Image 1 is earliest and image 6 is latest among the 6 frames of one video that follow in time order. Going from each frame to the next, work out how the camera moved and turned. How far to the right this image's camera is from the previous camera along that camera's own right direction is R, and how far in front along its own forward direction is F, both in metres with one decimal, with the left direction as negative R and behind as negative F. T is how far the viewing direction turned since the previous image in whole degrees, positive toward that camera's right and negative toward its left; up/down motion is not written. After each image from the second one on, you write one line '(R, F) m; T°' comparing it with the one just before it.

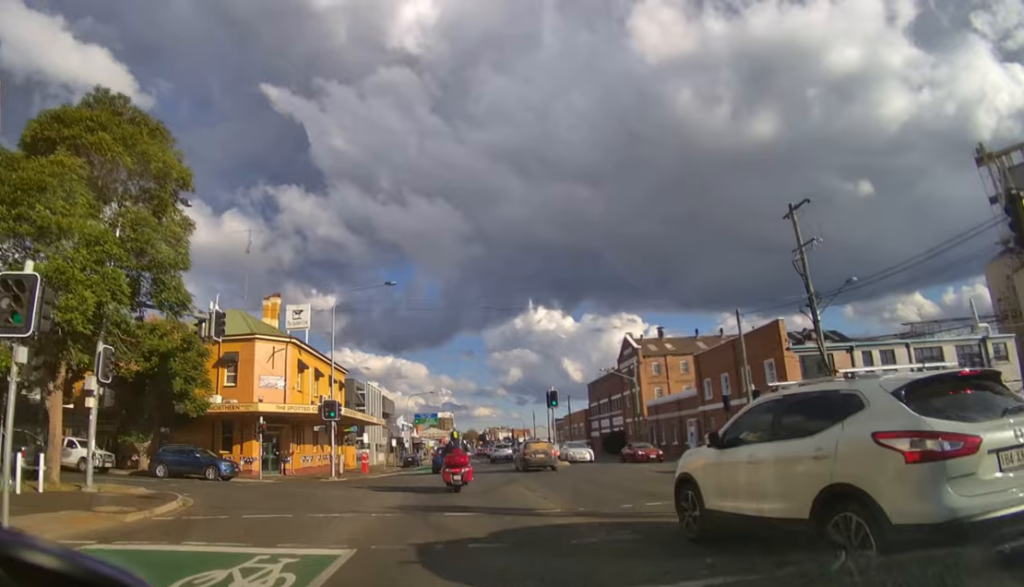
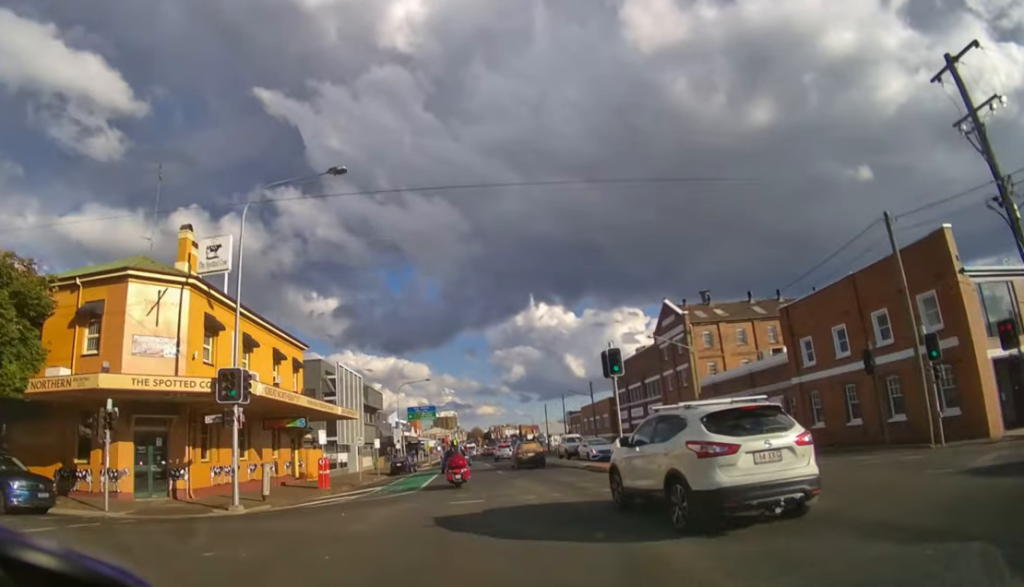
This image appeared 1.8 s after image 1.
(0.0, +12.7) m; 0°
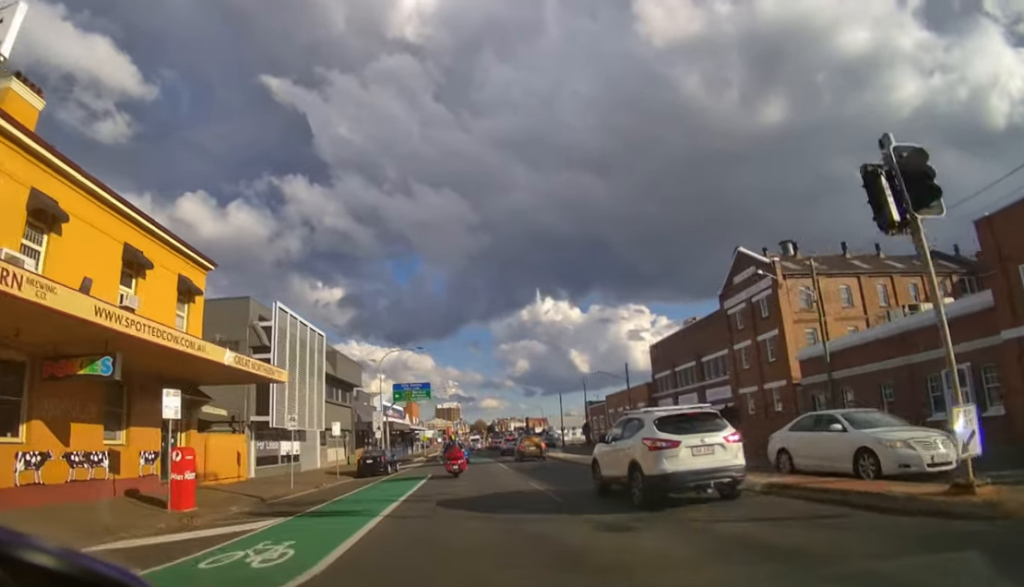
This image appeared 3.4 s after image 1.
(+0.1, +14.2) m; 0°
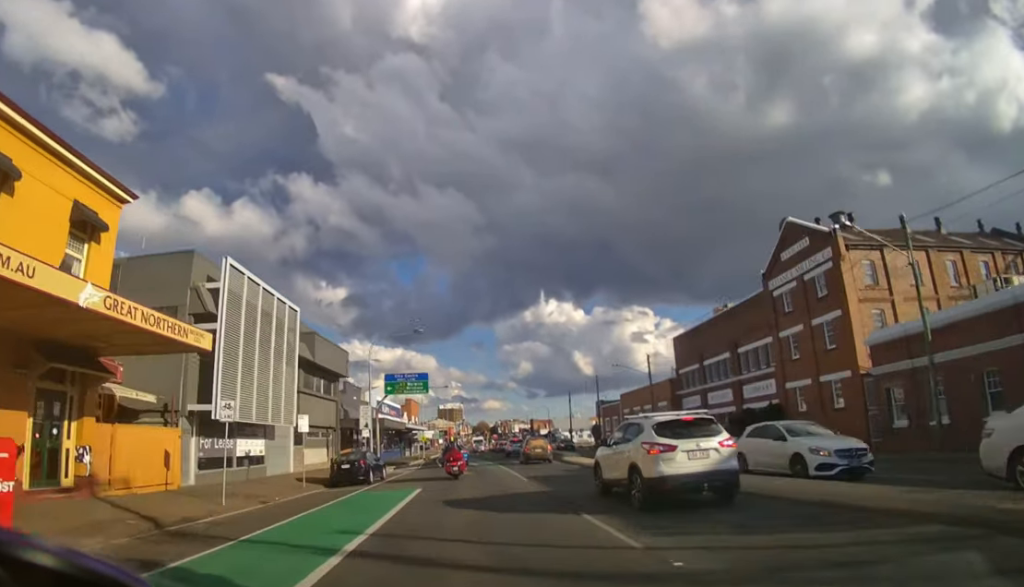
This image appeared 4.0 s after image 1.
(-0.1, +6.6) m; 0°
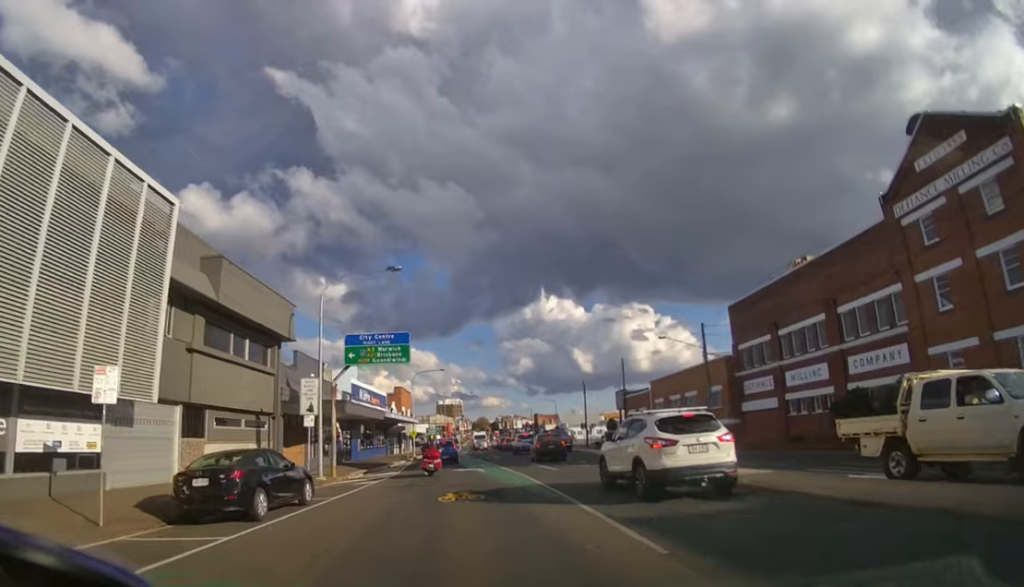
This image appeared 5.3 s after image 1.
(0.0, +12.4) m; 0°
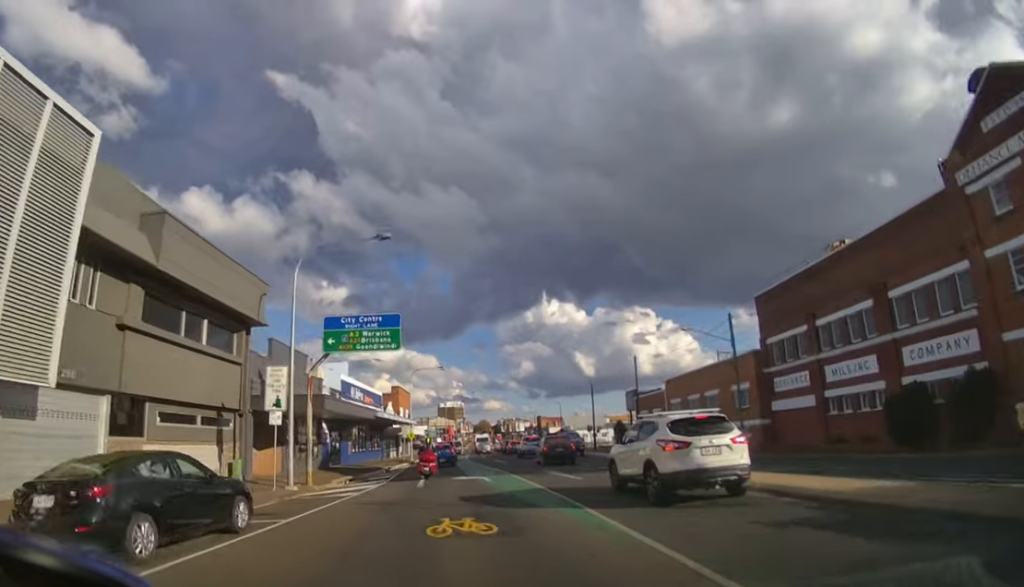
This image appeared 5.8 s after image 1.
(0.0, +3.5) m; 0°
